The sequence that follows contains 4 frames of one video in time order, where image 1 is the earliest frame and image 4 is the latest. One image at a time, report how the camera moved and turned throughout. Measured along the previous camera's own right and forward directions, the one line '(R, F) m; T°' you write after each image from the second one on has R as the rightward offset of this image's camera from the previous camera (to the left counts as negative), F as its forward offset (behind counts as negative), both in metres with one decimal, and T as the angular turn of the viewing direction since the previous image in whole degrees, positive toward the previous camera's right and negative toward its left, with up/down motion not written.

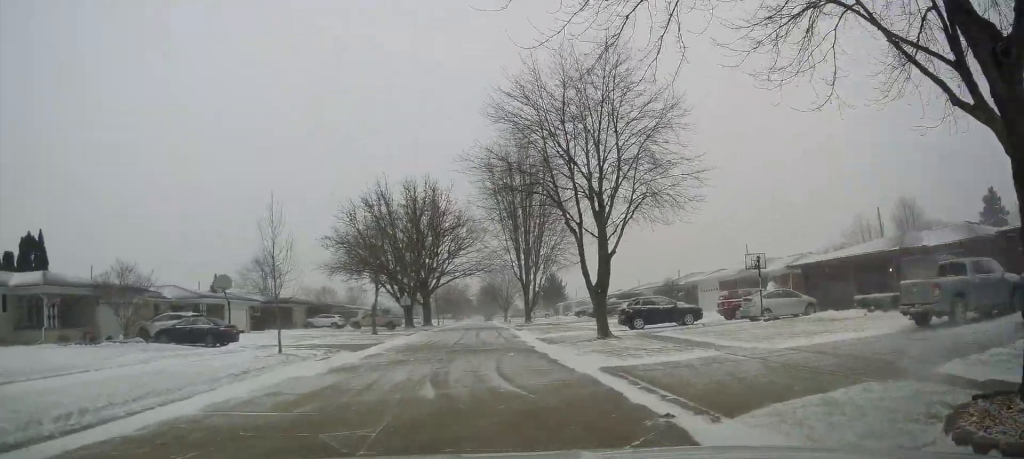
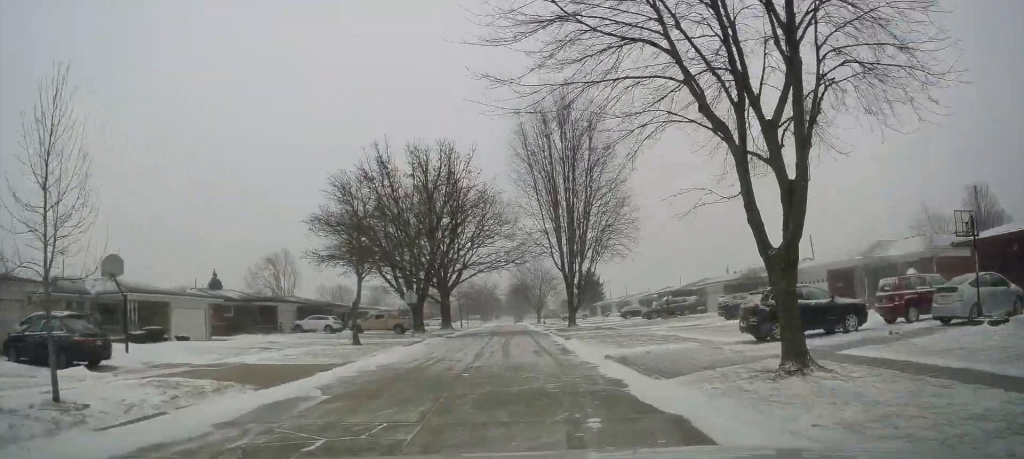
(-1.4, +13.4) m; -5°
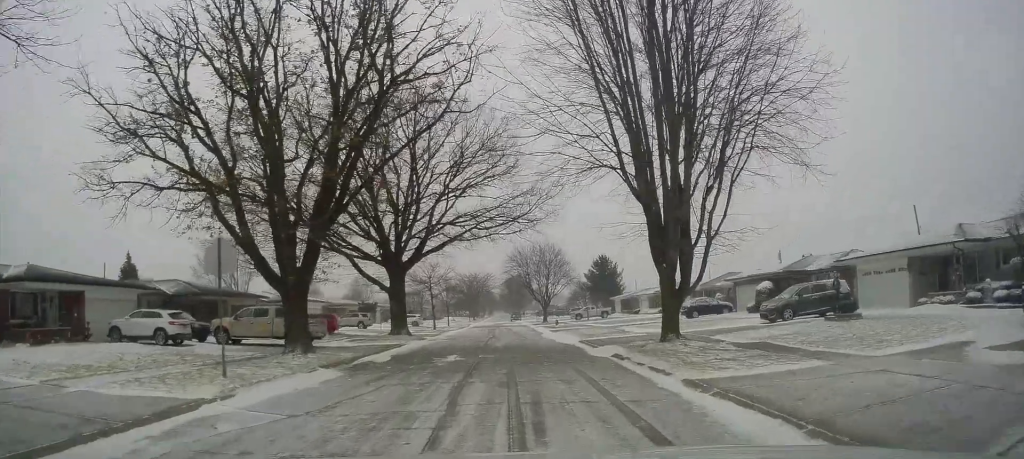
(+1.0, +28.1) m; +1°
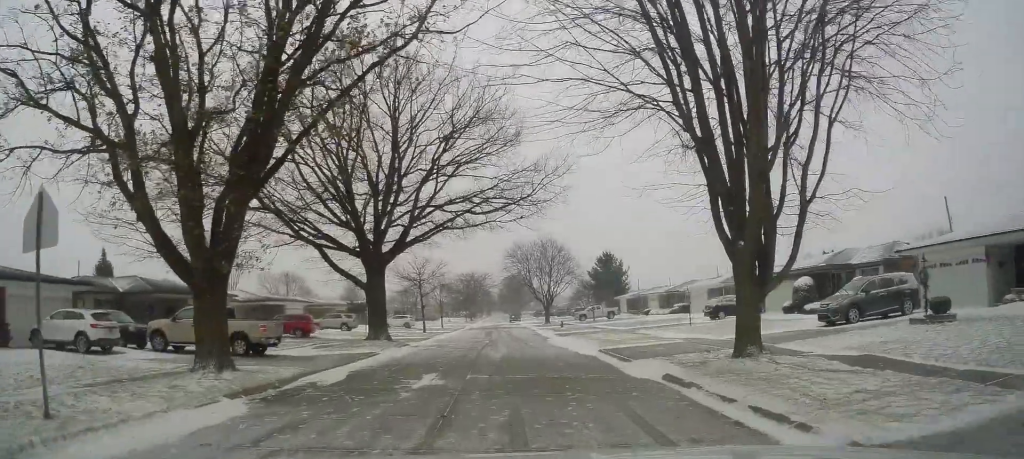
(+0.4, +6.1) m; +3°
